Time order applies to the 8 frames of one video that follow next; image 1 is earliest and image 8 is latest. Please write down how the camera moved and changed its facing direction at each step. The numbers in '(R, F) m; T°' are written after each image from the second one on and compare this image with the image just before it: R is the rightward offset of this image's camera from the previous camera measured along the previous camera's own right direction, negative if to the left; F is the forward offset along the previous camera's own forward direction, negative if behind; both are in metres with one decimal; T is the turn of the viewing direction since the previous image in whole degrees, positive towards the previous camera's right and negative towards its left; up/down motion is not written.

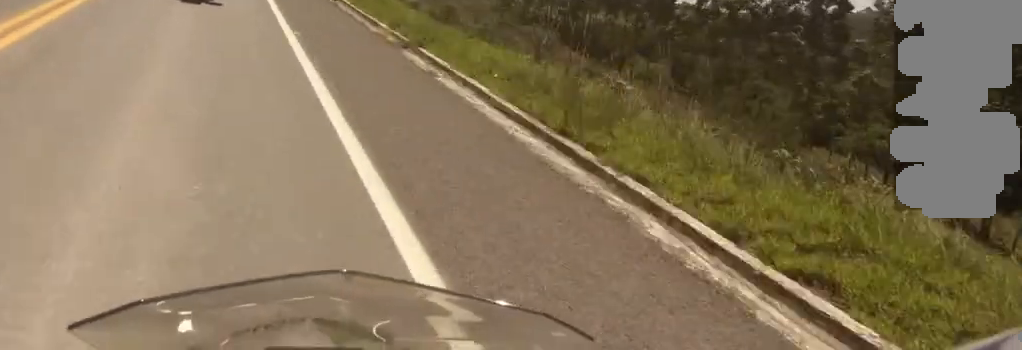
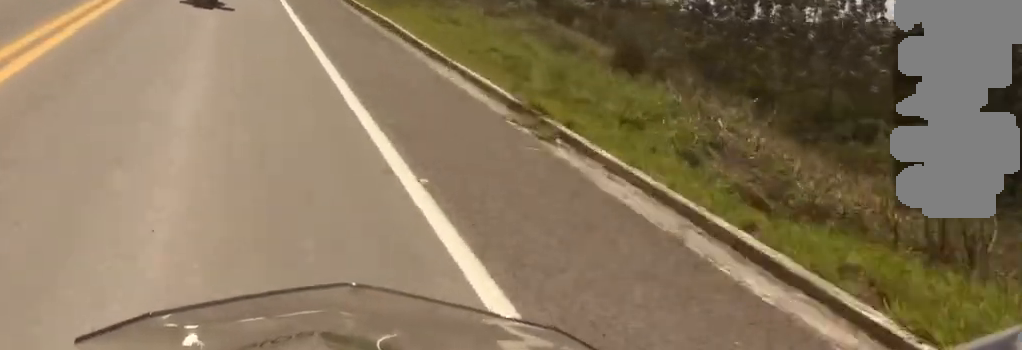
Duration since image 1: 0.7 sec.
(+0.2, +27.4) m; -1°
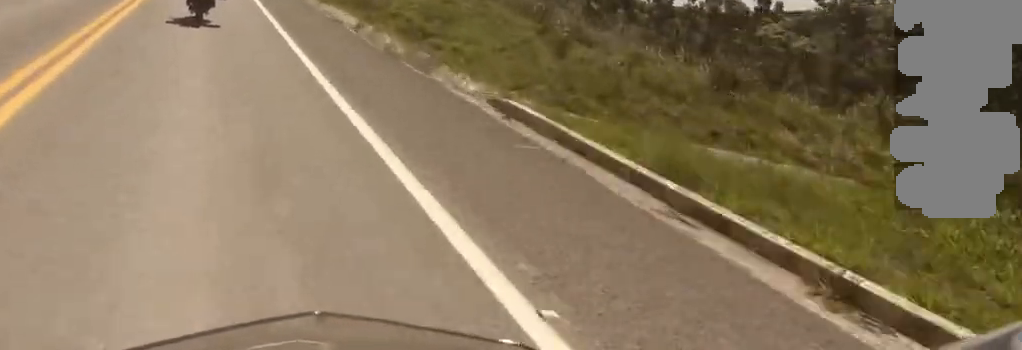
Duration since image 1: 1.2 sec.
(-0.8, +19.8) m; 0°
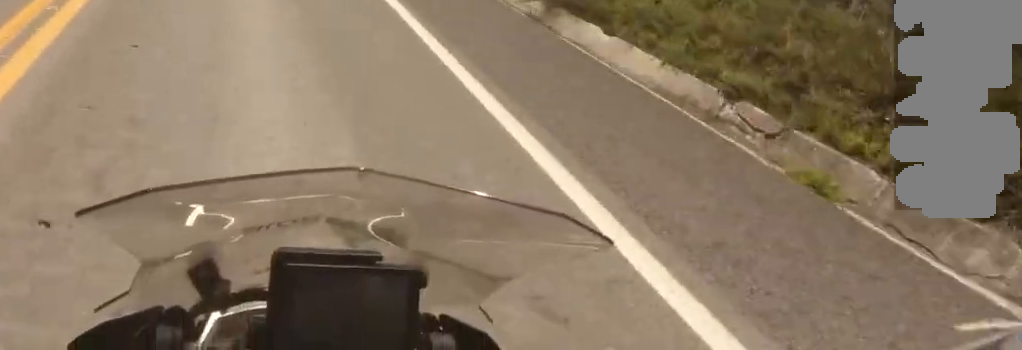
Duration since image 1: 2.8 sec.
(+0.5, +54.6) m; 0°
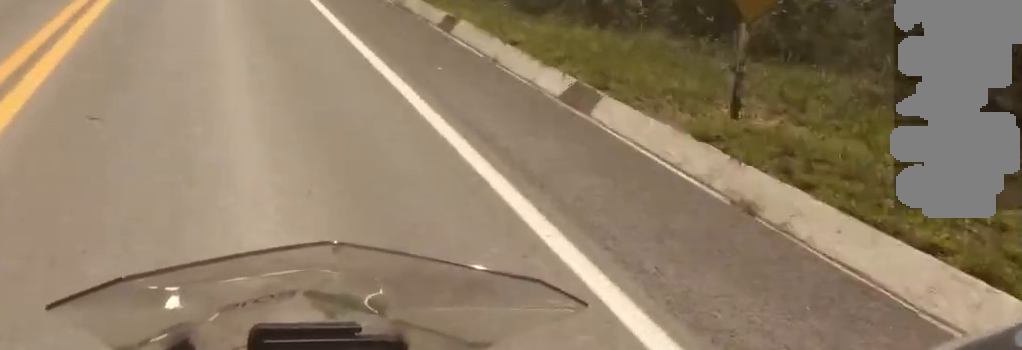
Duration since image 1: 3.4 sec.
(-0.9, +20.2) m; 0°
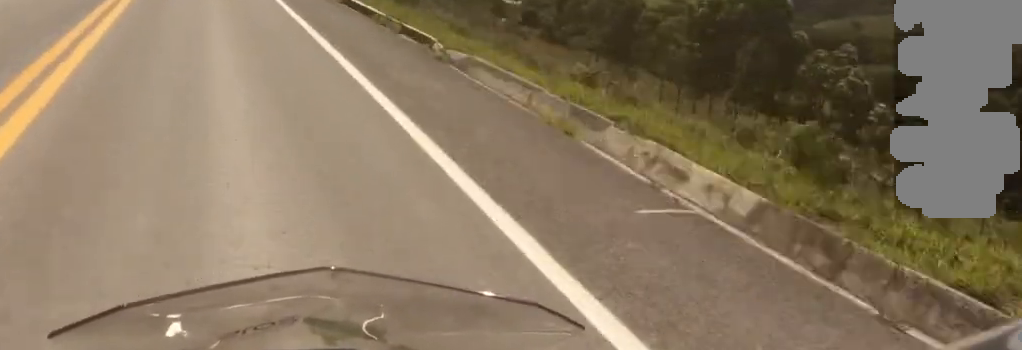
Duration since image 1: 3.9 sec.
(-0.1, +17.9) m; 0°
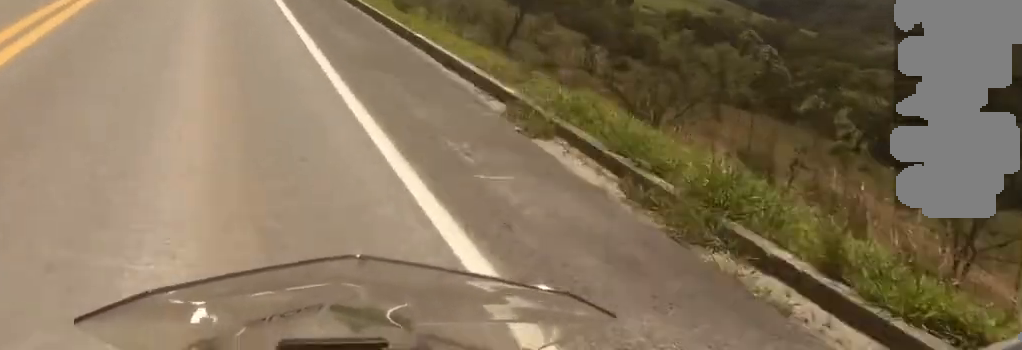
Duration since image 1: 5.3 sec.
(+0.3, +45.6) m; 0°
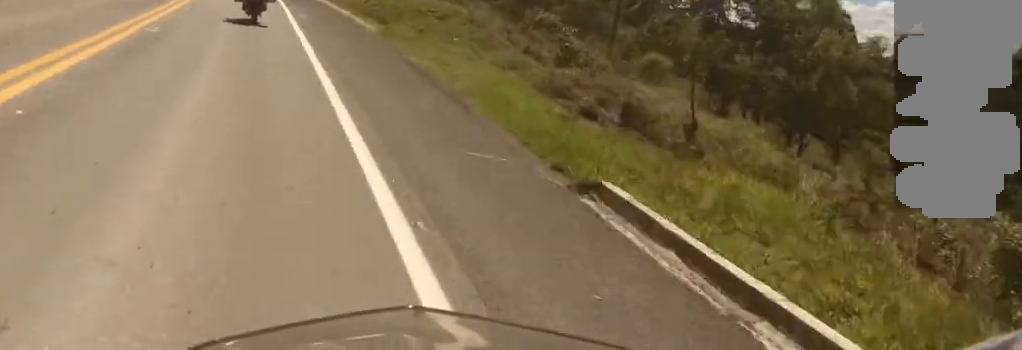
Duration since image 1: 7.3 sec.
(-0.2, +68.9) m; -2°
